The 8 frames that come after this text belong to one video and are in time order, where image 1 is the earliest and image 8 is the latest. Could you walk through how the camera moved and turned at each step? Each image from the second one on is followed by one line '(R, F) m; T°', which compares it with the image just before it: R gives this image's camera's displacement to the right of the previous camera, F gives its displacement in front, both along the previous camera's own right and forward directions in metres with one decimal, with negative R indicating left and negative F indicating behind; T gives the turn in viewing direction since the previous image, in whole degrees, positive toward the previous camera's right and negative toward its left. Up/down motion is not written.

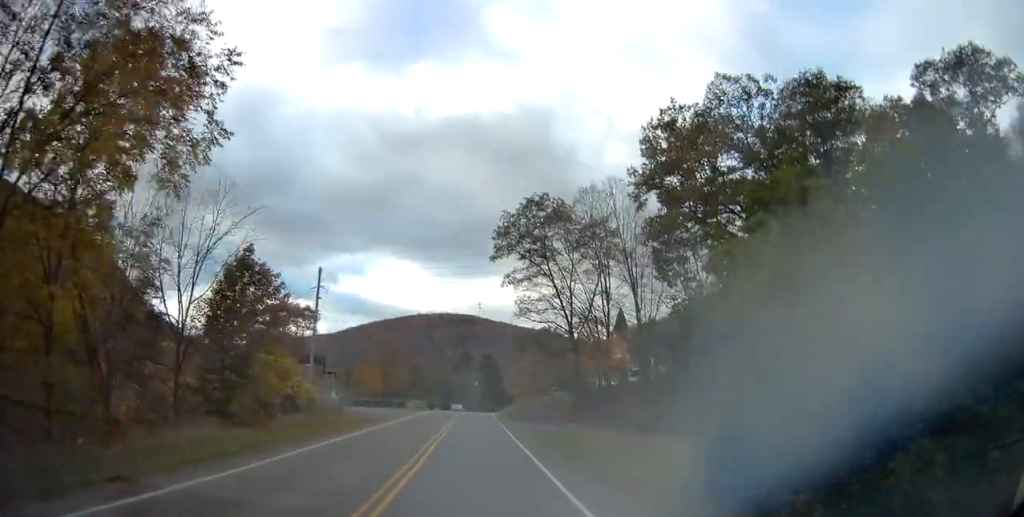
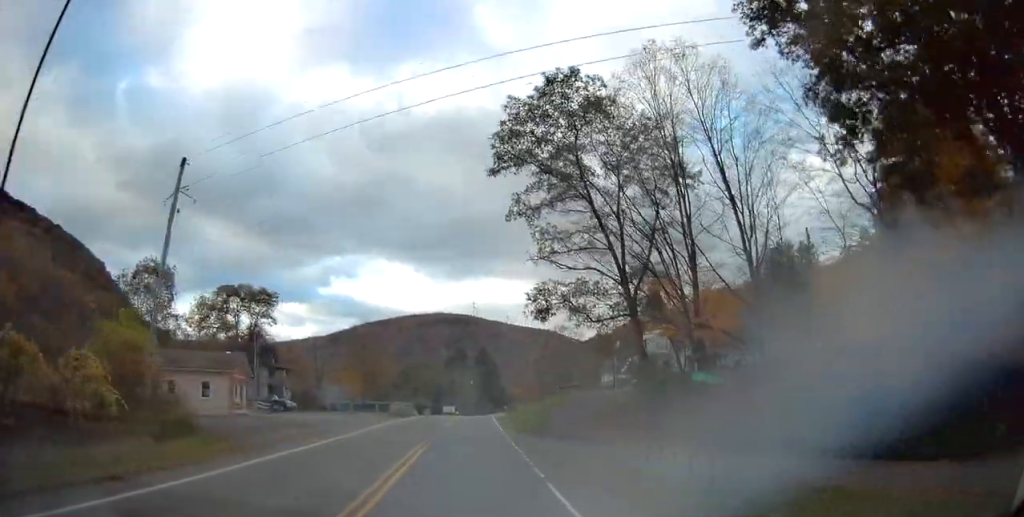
(0.0, +23.1) m; 0°
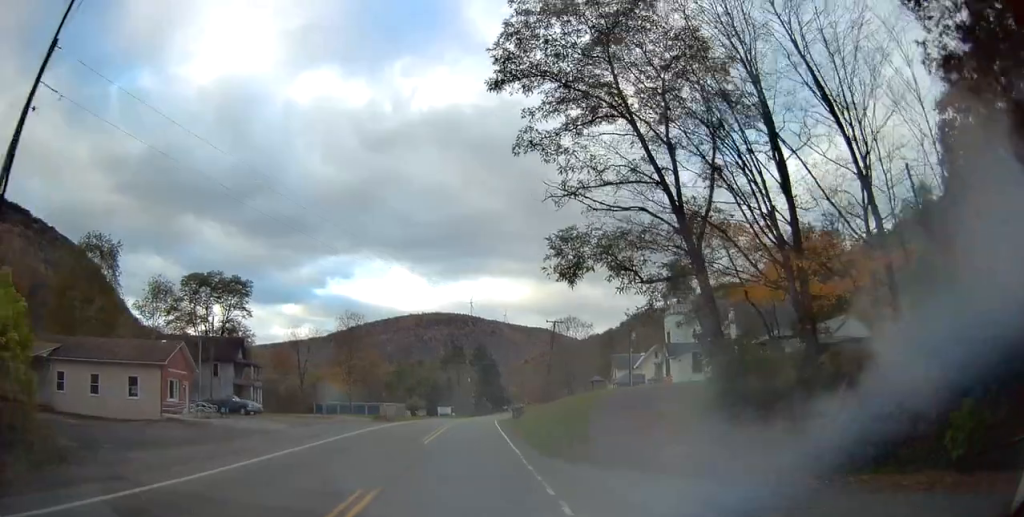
(0.0, +10.8) m; 0°
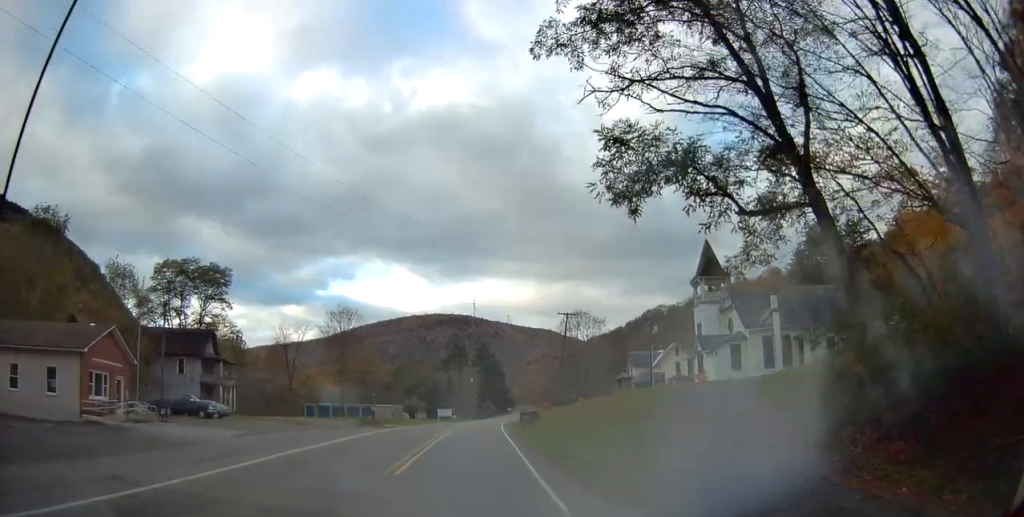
(0.0, +9.0) m; 0°
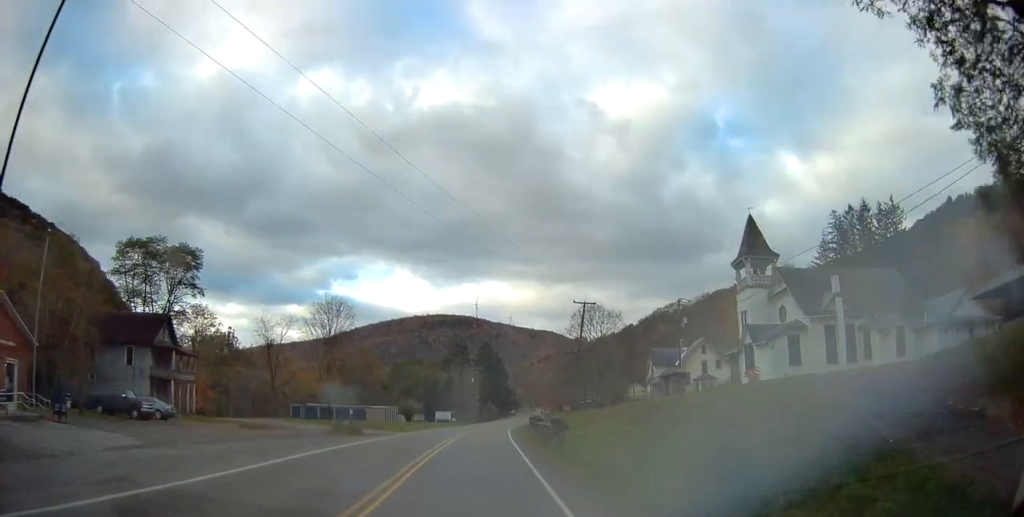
(0.0, +10.1) m; 0°
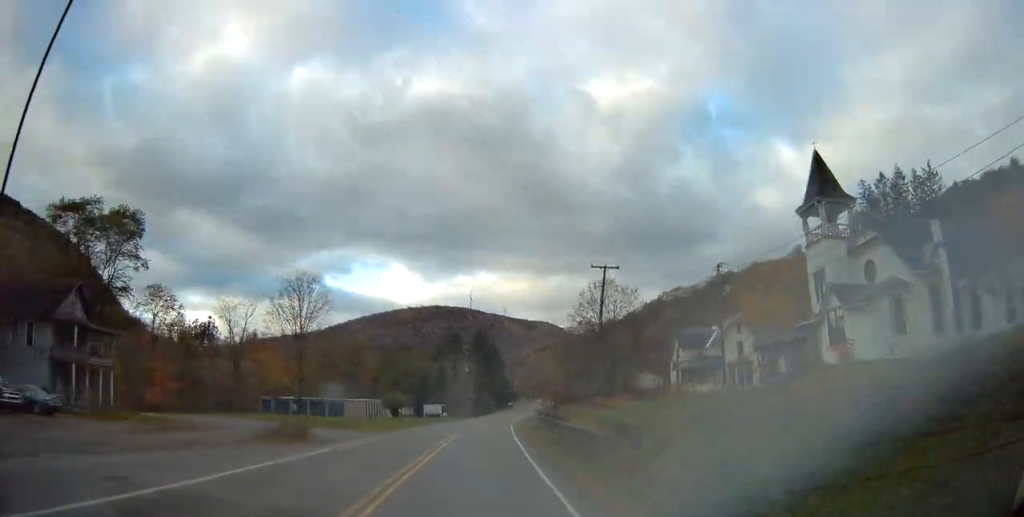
(+0.1, +13.2) m; +1°
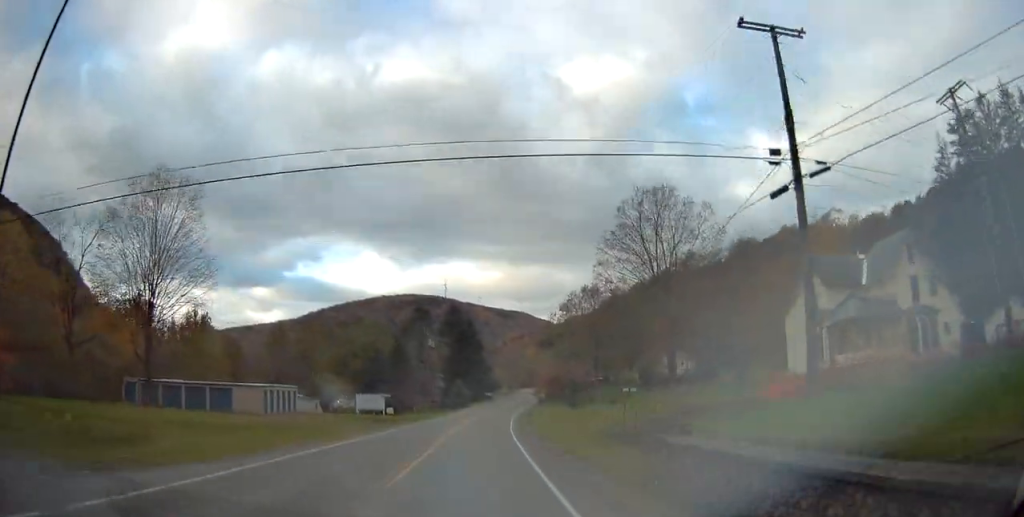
(+1.0, +34.6) m; +3°
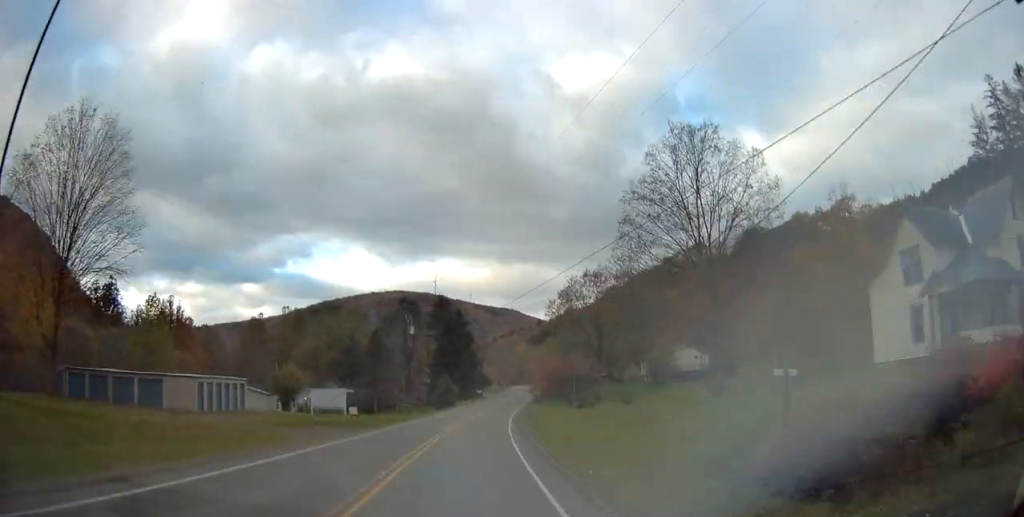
(+0.1, +11.7) m; 0°
